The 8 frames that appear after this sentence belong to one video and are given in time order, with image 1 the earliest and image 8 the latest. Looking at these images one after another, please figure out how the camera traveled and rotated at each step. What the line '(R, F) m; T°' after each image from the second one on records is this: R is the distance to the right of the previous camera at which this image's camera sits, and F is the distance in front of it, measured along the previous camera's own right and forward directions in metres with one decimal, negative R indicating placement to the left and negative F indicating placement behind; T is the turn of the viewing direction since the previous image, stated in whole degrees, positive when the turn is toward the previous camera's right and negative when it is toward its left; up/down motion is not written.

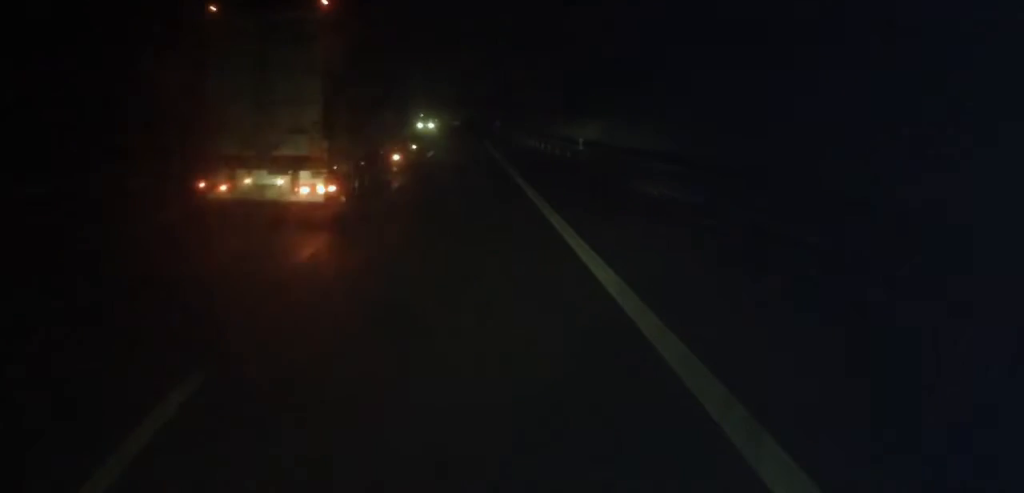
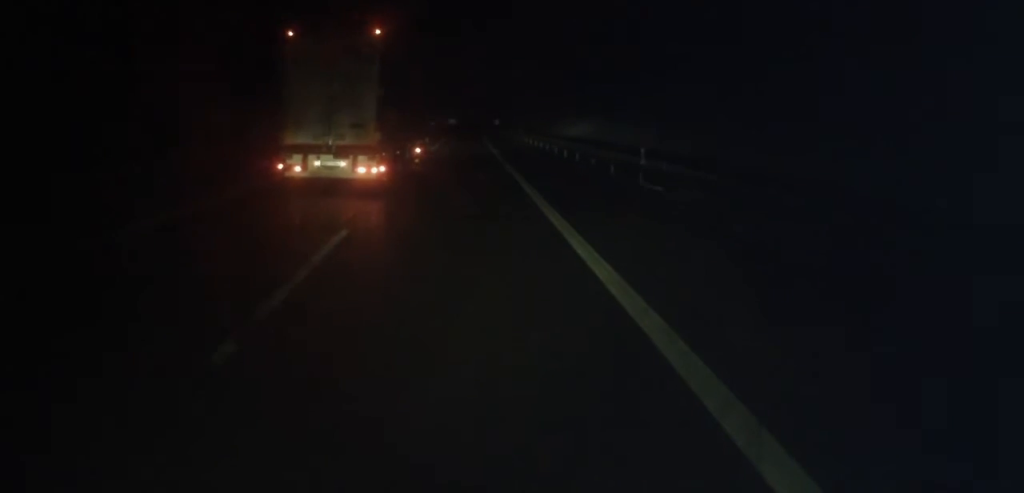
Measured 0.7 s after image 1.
(0.0, +11.4) m; 0°
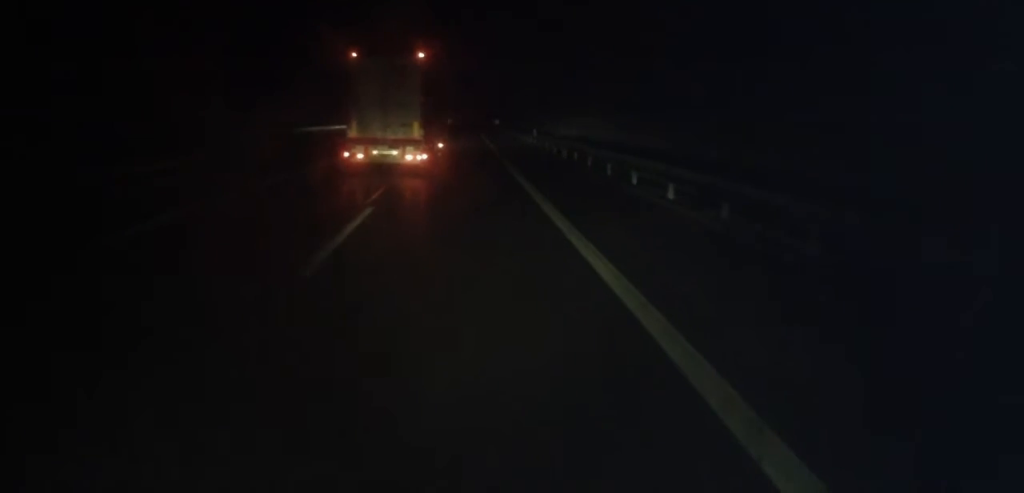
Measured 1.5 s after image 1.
(0.0, +14.8) m; +1°
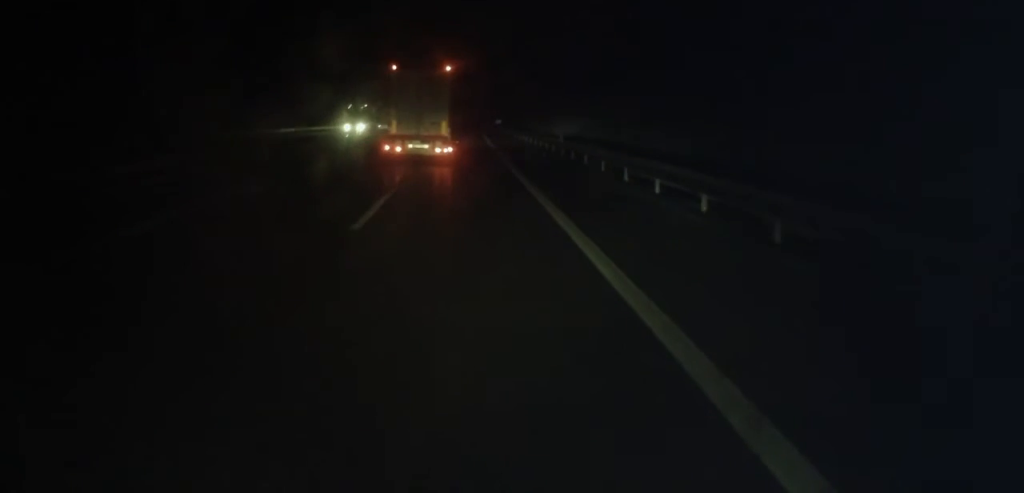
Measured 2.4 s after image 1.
(+0.1, +14.3) m; +2°
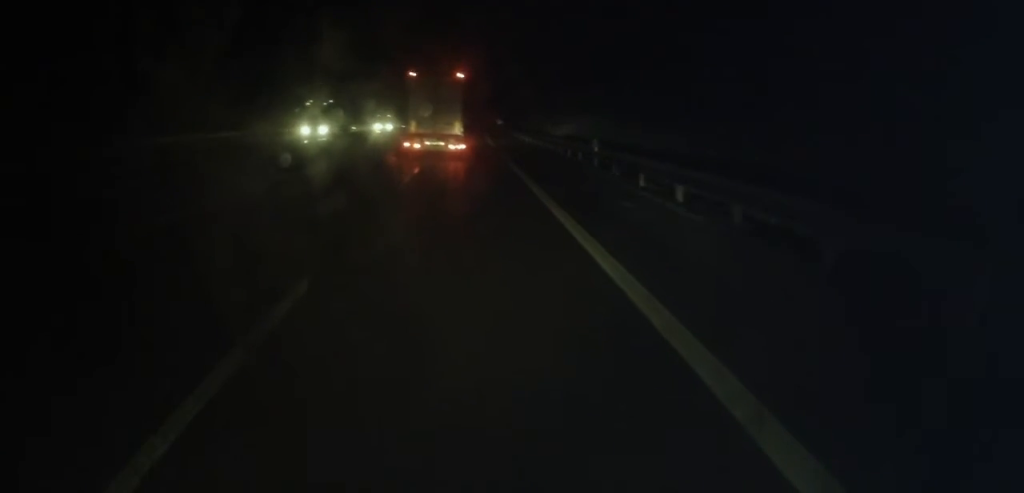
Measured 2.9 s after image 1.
(+0.3, +9.8) m; +1°
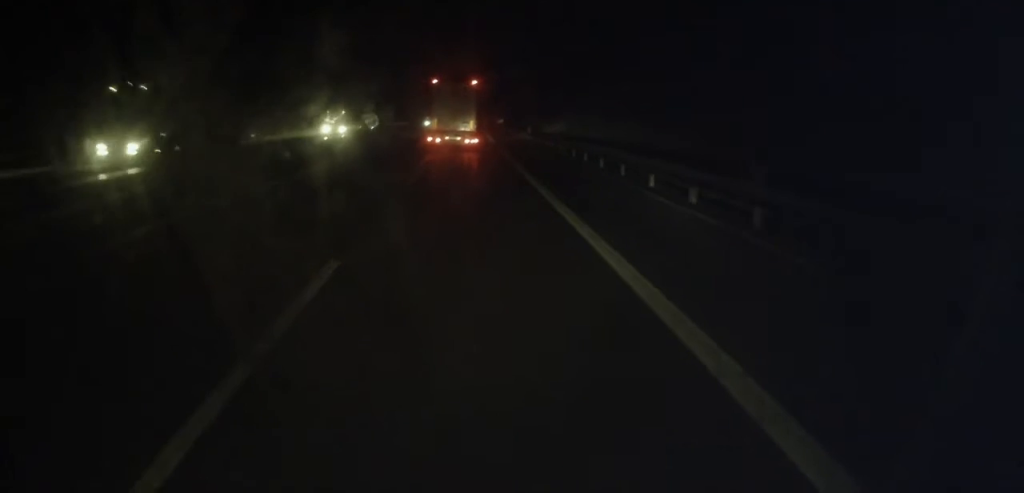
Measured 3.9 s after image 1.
(-0.1, +16.9) m; 0°
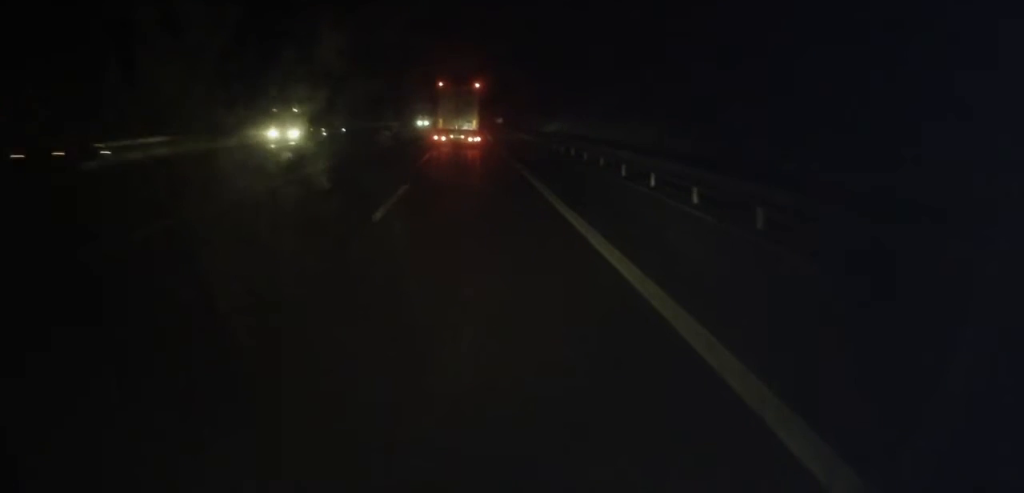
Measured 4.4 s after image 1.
(0.0, +8.1) m; 0°
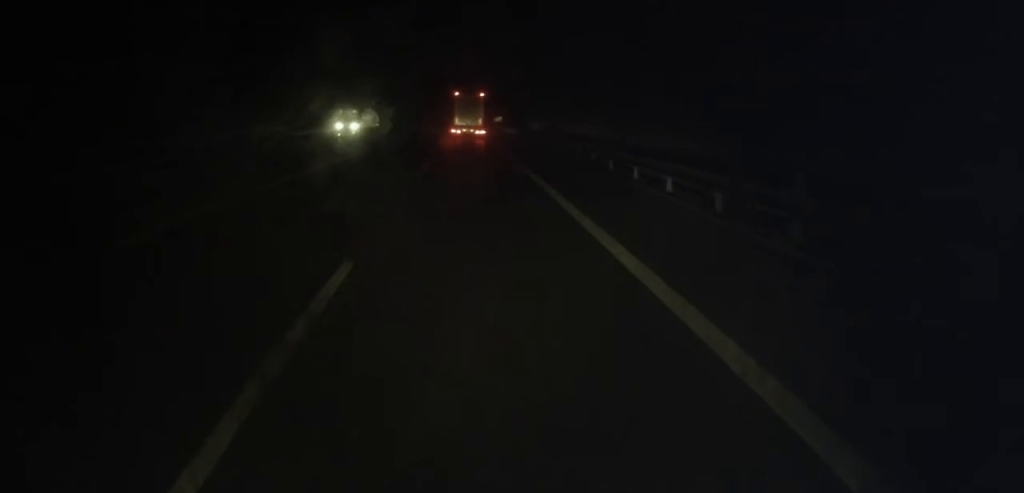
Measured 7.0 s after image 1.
(-1.2, +45.0) m; -1°
